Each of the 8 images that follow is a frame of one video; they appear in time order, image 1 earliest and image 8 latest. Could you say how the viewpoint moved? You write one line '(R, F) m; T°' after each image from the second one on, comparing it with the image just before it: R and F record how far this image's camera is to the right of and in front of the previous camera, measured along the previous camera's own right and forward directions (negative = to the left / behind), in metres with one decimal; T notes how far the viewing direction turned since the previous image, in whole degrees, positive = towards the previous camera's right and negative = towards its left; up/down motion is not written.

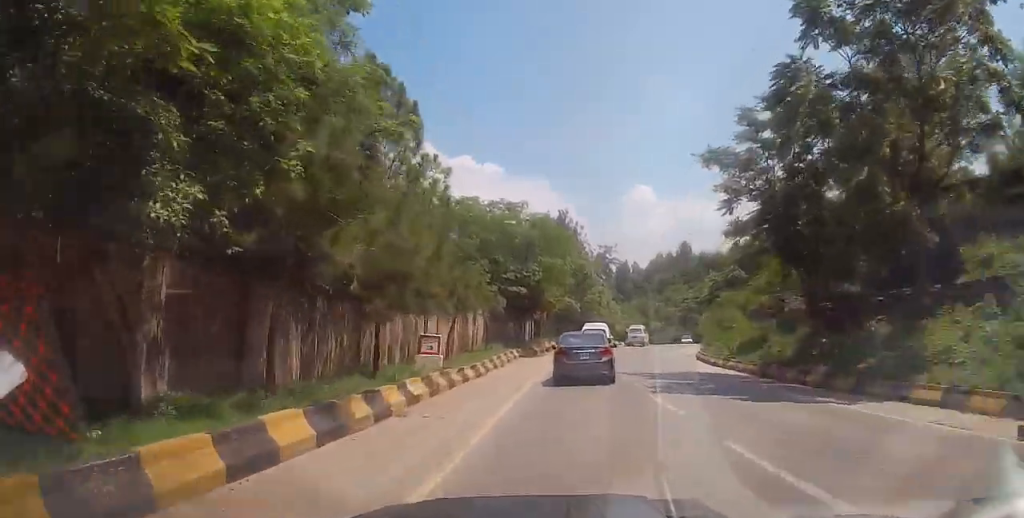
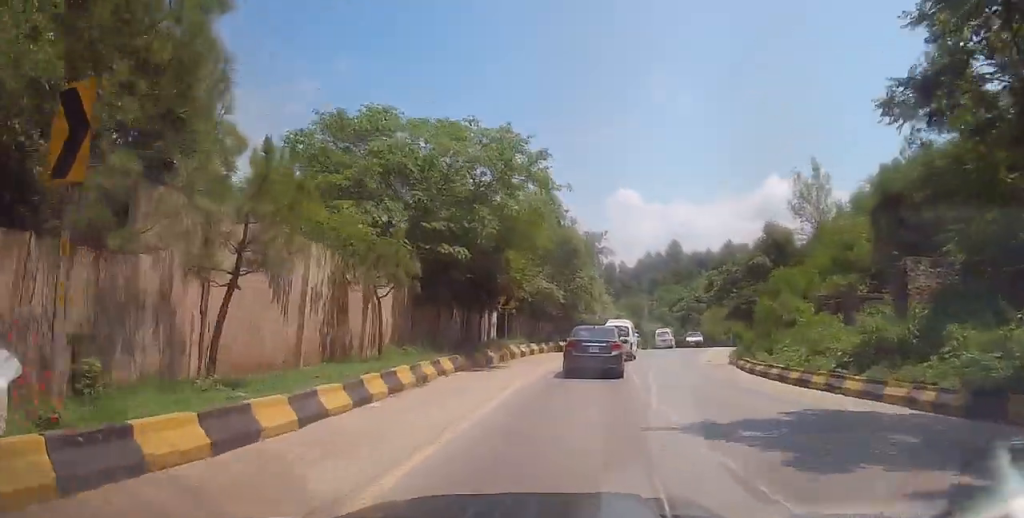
(+0.5, +13.4) m; +3°
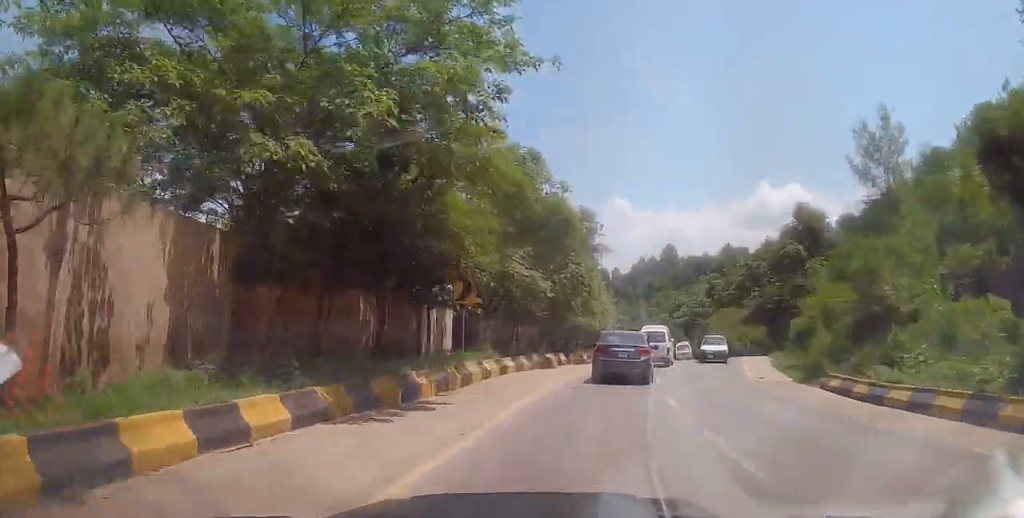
(+0.1, +10.1) m; 0°
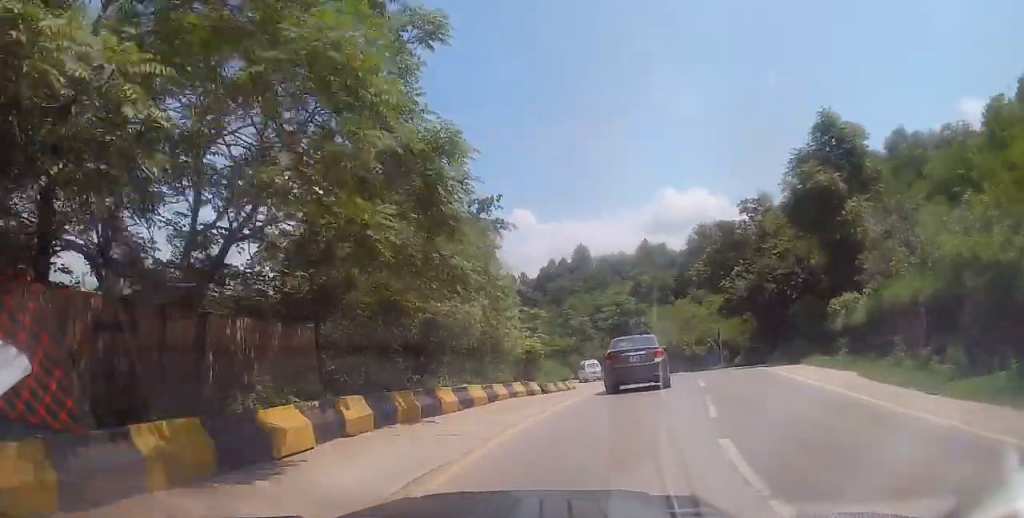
(+0.3, +19.4) m; +6°
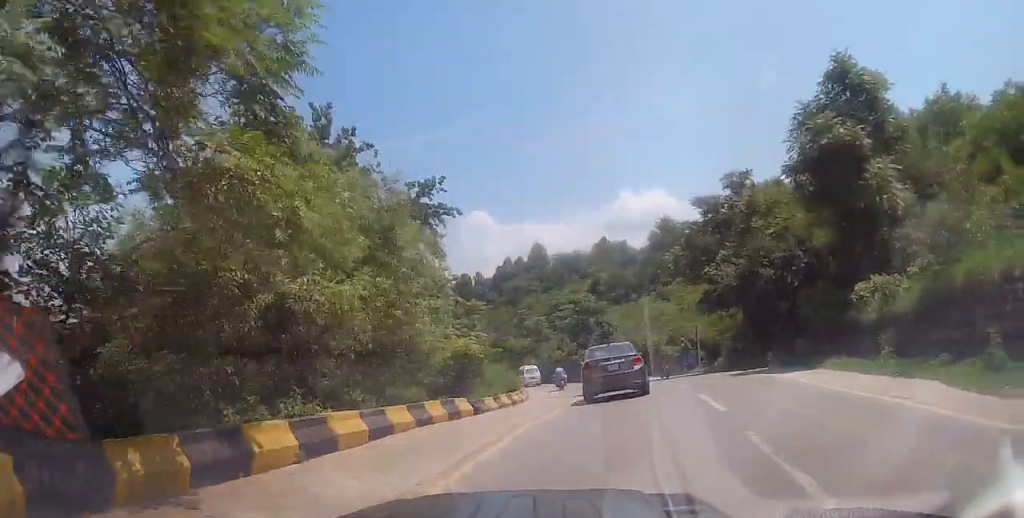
(+0.4, +6.0) m; +3°
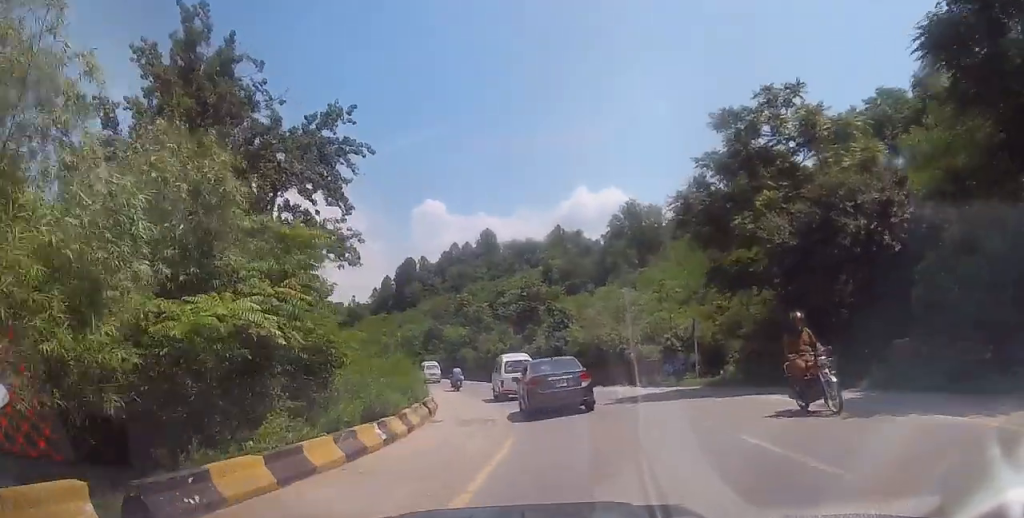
(+0.3, +11.4) m; +4°
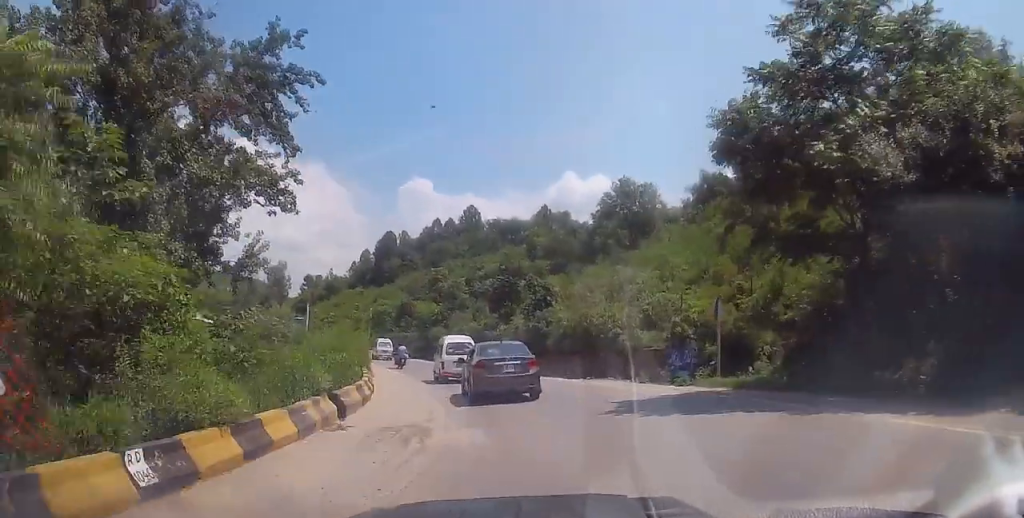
(+0.1, +6.2) m; +1°
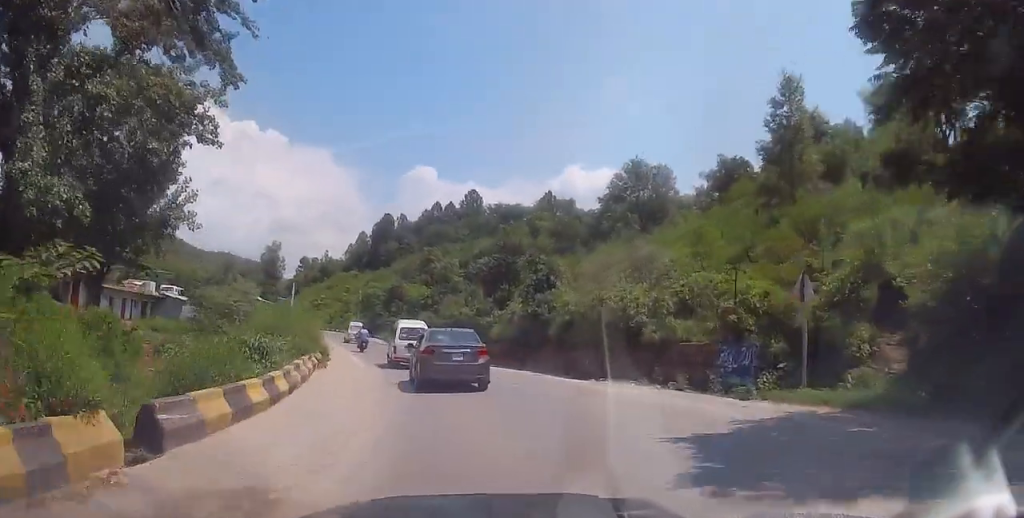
(+0.4, +6.3) m; -1°
